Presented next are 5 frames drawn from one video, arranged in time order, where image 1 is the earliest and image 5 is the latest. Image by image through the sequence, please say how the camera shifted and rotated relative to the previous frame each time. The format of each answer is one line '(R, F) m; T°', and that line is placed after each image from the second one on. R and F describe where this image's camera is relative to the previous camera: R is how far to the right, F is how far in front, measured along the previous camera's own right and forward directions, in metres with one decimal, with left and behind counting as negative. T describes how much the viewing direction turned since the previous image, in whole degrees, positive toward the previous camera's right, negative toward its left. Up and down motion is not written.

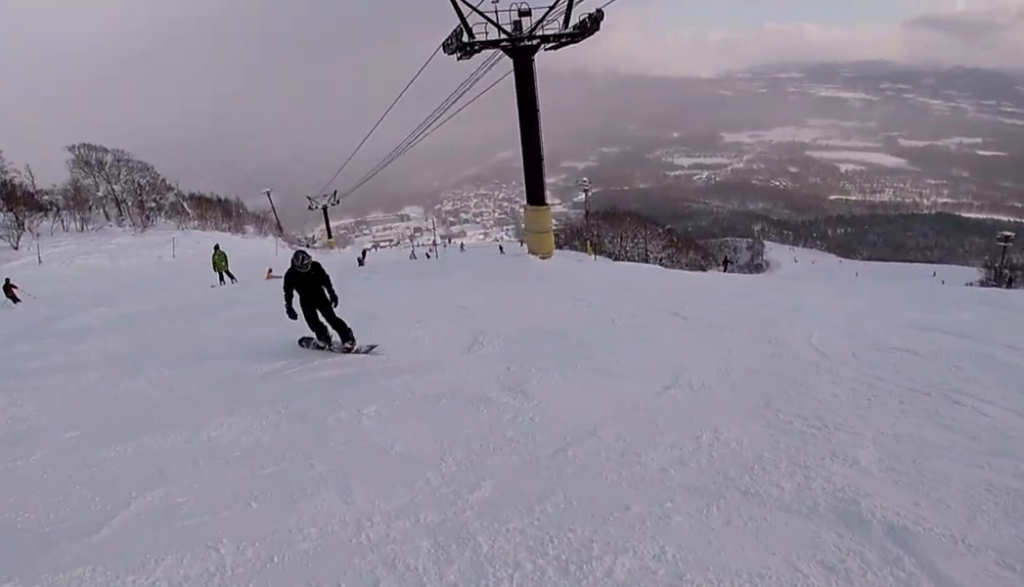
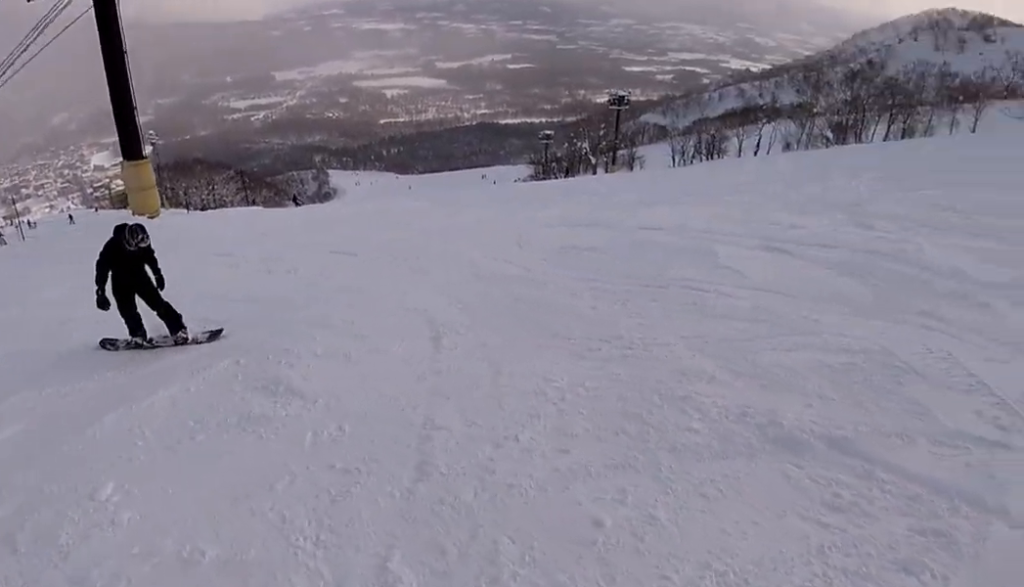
(+0.2, +1.9) m; +44°
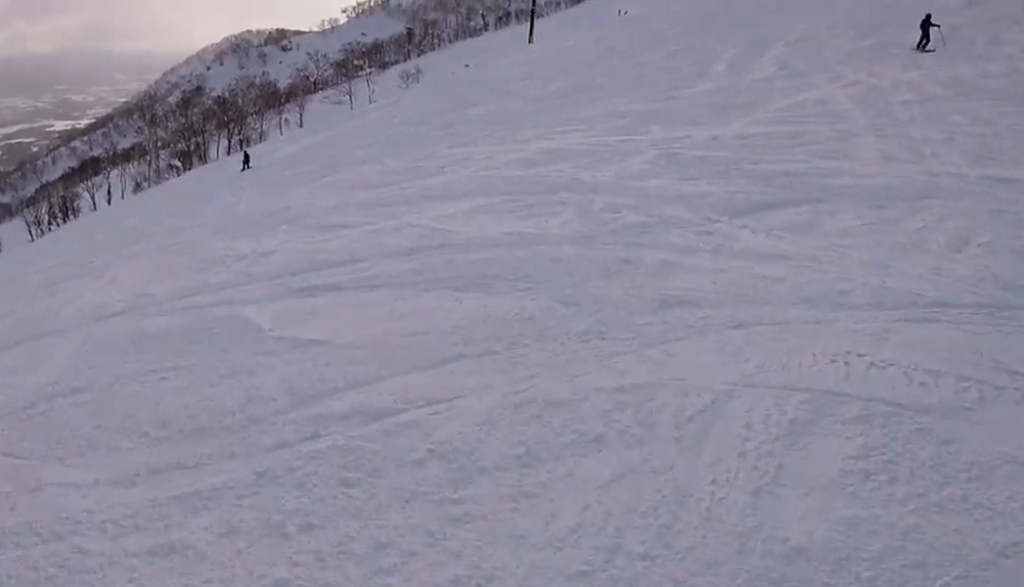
(+3.5, +5.4) m; +40°
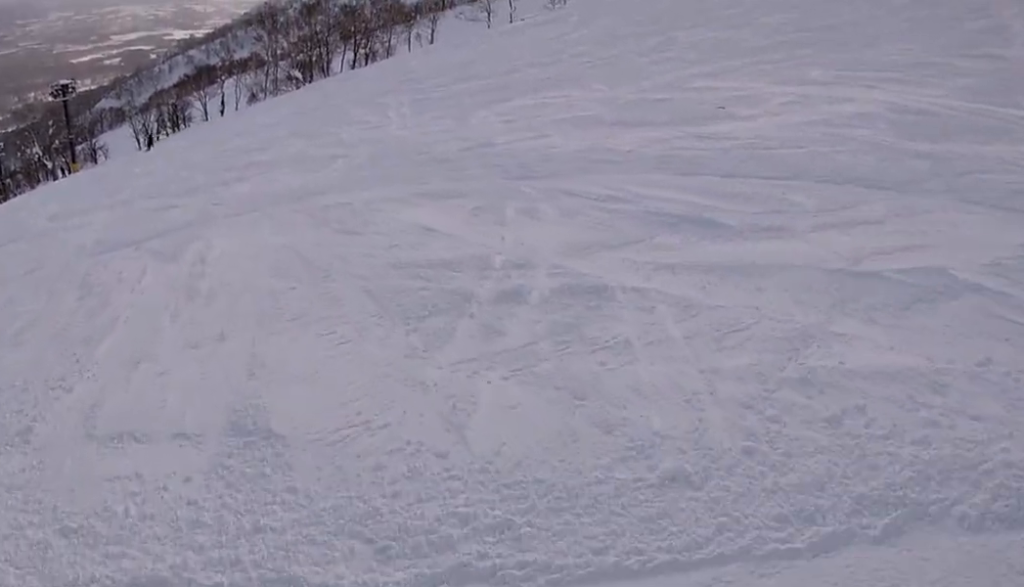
(+2.2, +8.5) m; +19°
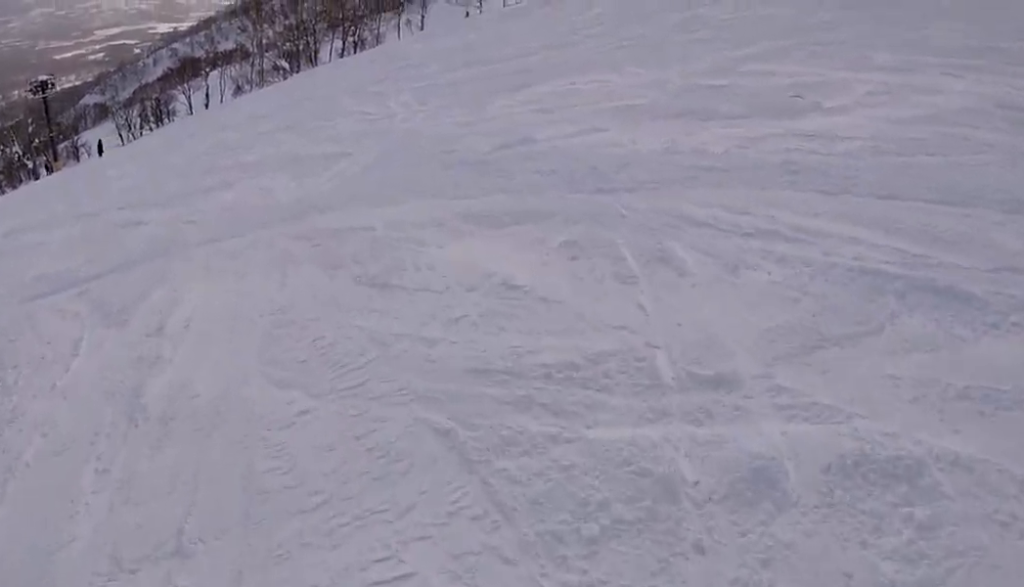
(-0.3, +2.4) m; 0°
